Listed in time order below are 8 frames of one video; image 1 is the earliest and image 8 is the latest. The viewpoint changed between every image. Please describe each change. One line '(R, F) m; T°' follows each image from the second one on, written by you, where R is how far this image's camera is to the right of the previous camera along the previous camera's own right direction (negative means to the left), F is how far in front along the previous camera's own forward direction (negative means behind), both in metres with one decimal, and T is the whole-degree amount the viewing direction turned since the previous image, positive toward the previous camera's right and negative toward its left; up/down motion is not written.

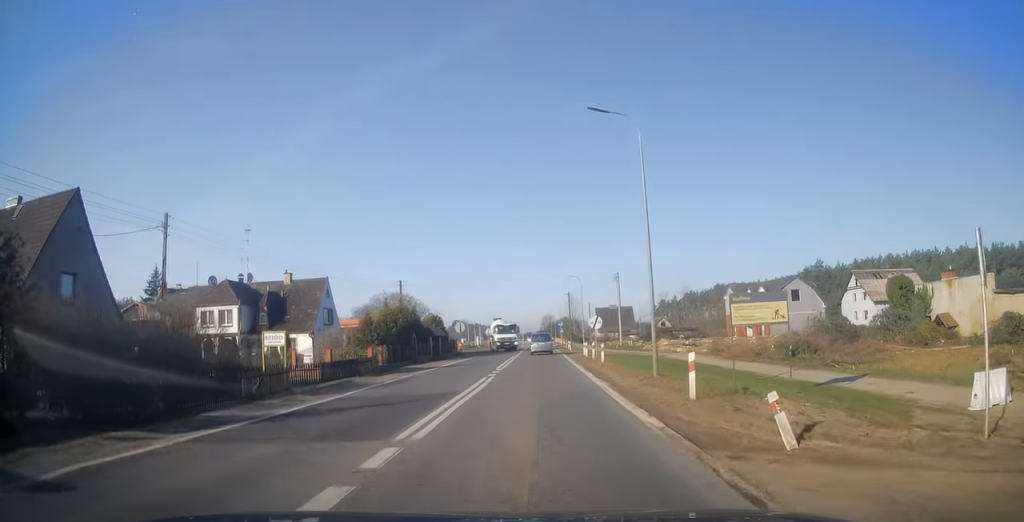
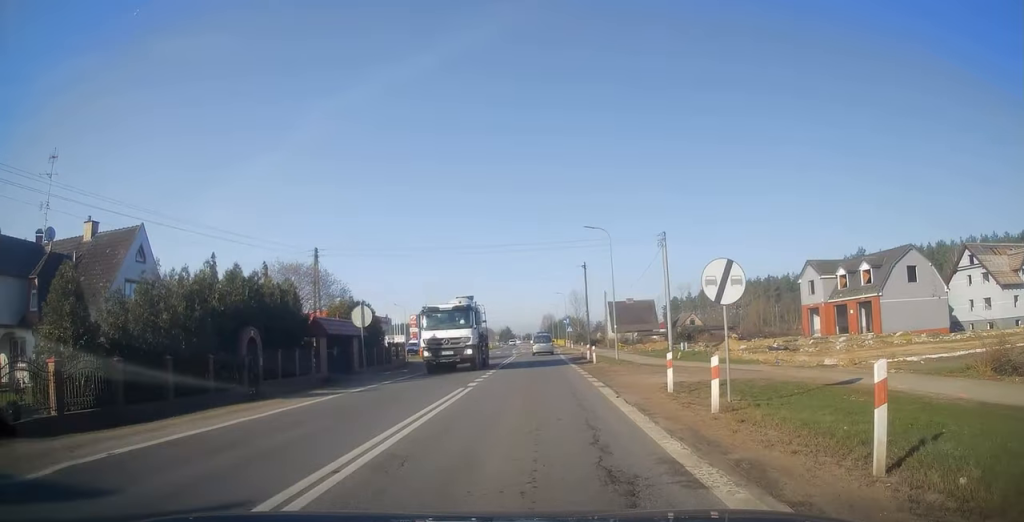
(-0.4, +28.7) m; 0°
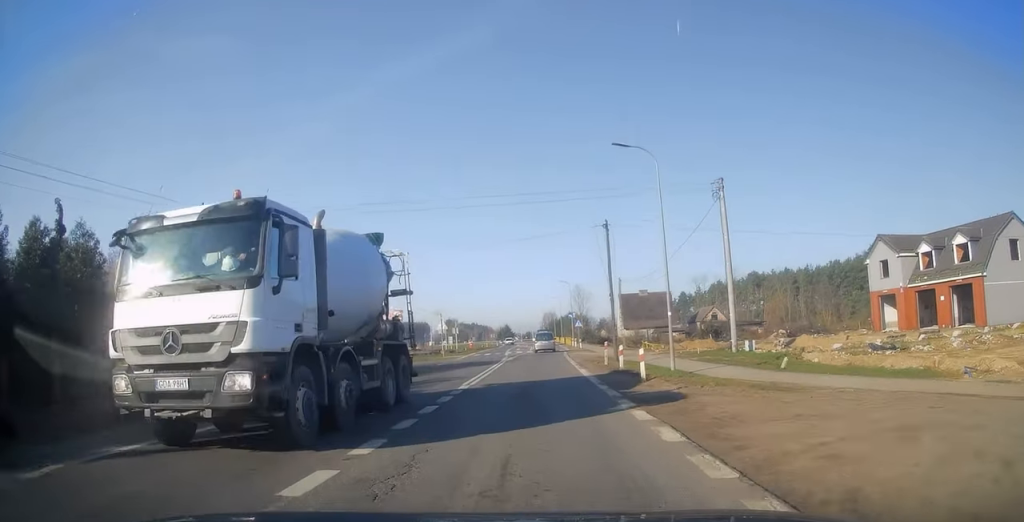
(+0.4, +15.6) m; +1°
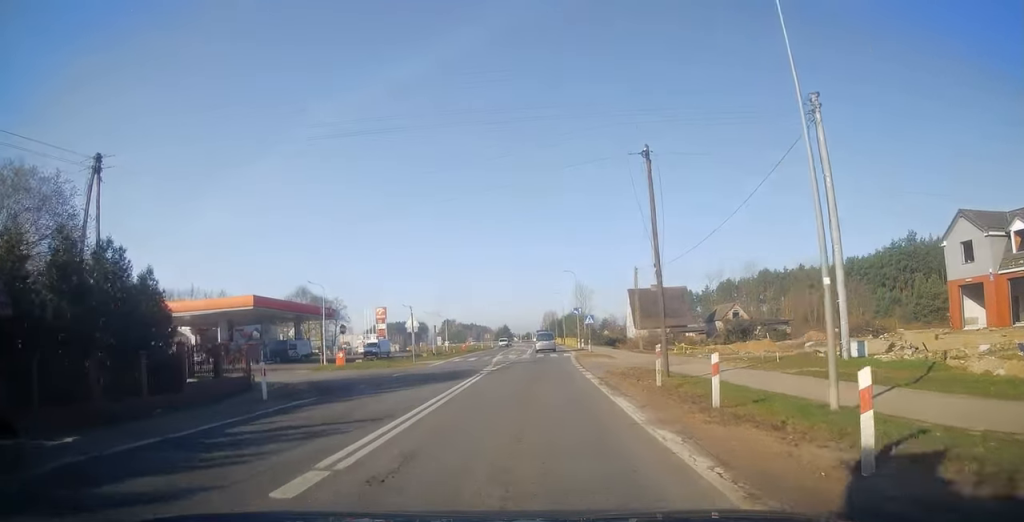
(0.0, +12.6) m; 0°
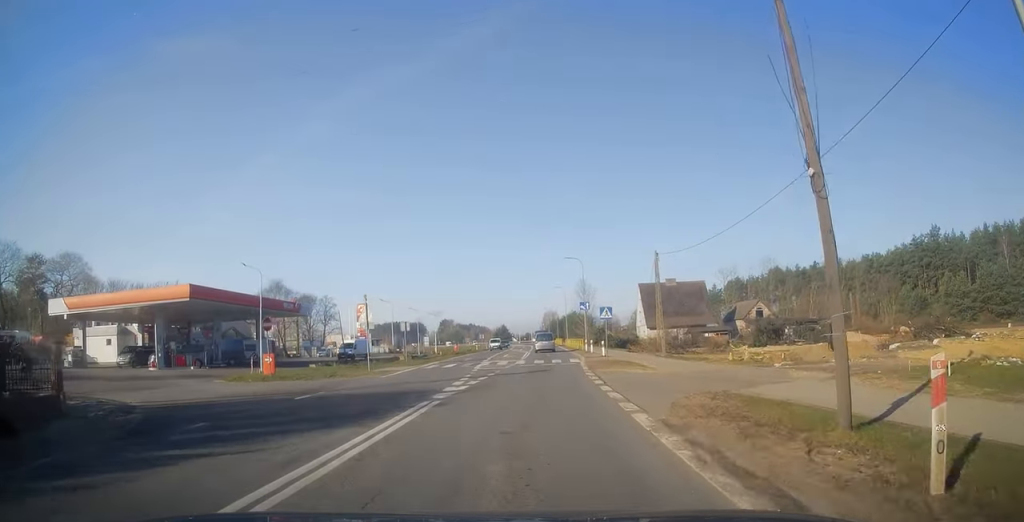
(0.0, +11.6) m; 0°
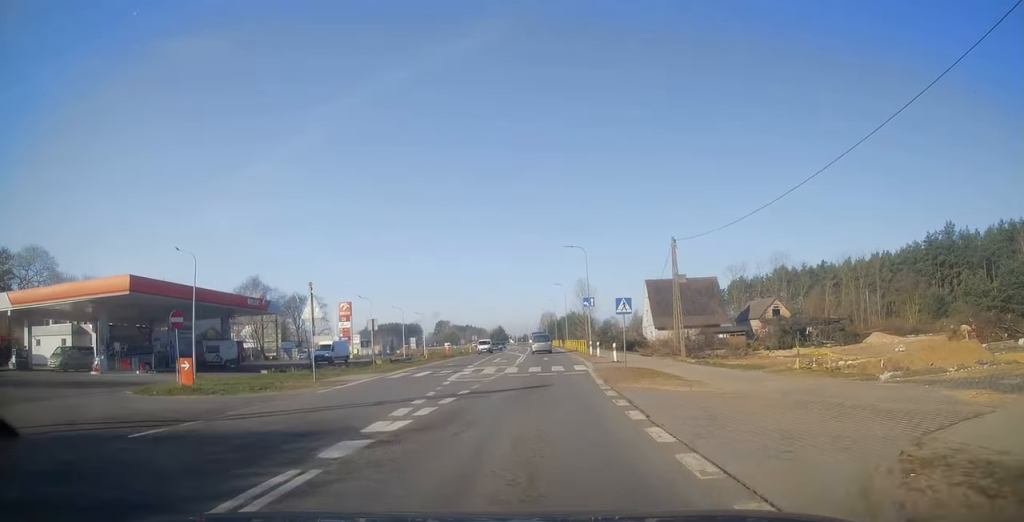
(-0.1, +8.0) m; 0°
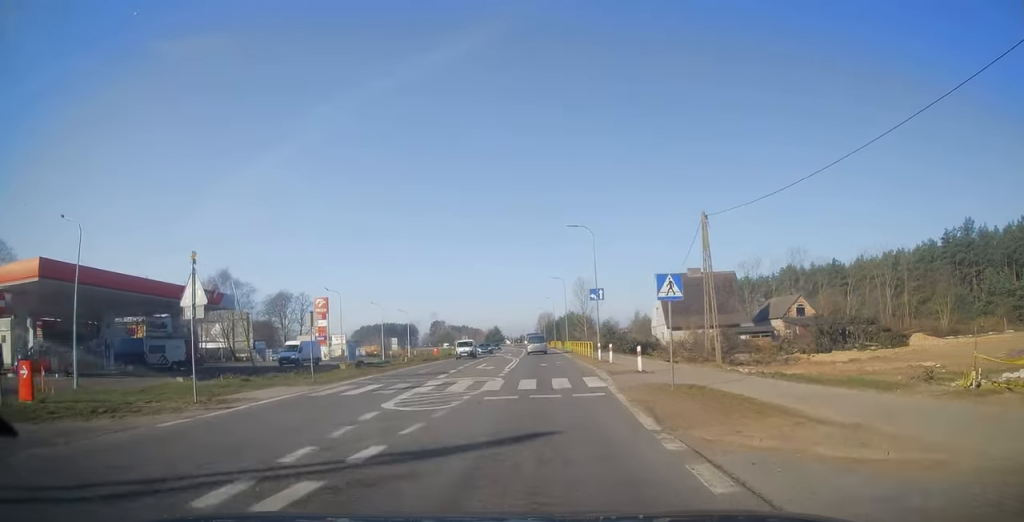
(0.0, +8.7) m; 0°
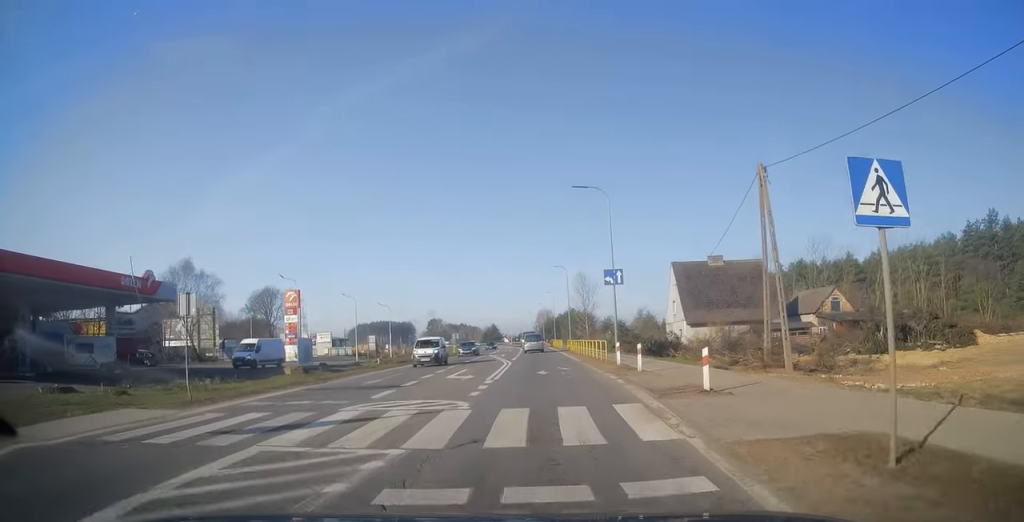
(0.0, +8.6) m; 0°
